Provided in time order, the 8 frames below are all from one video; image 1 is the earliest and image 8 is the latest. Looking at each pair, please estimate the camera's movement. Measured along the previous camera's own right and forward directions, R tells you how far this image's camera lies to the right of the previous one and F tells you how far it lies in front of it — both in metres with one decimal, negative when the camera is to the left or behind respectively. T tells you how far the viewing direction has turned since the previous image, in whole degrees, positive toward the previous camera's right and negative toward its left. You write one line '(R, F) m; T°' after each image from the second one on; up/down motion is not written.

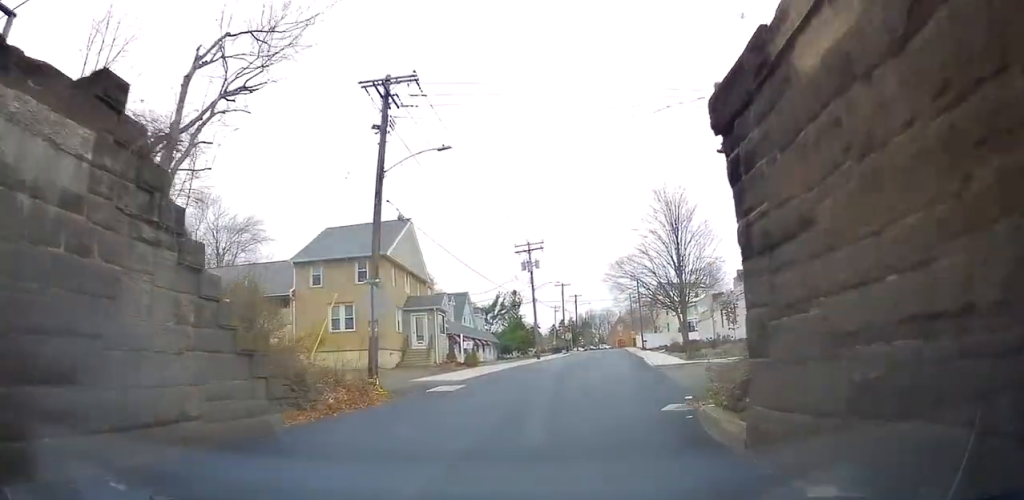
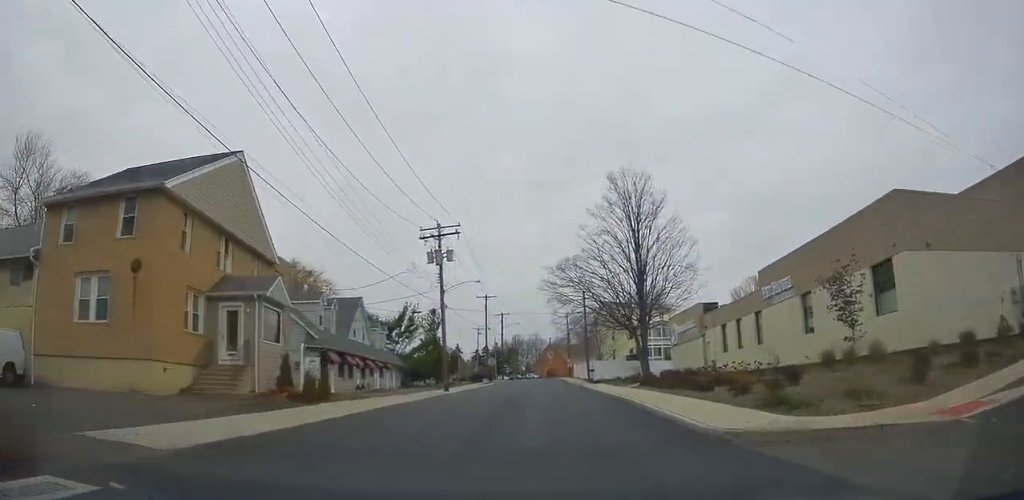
(+1.0, +17.6) m; +6°
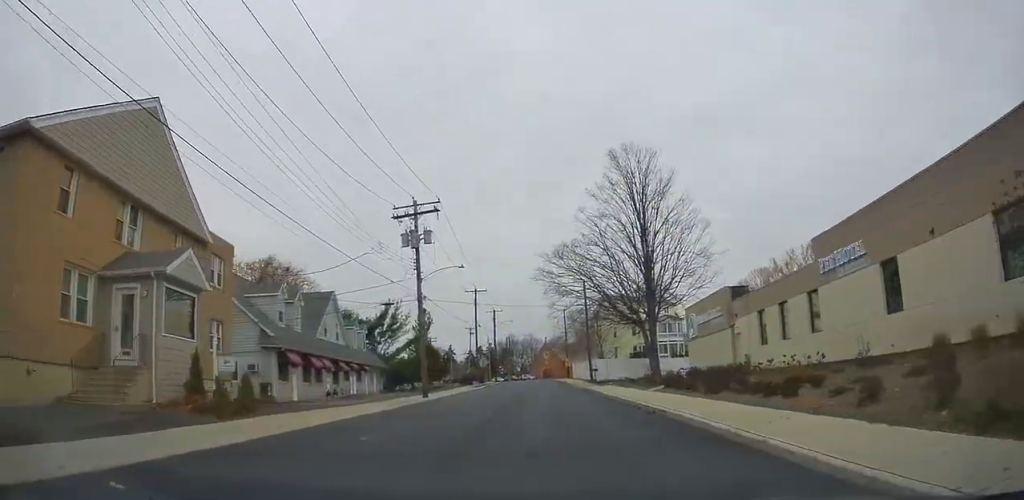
(0.0, +6.5) m; +2°
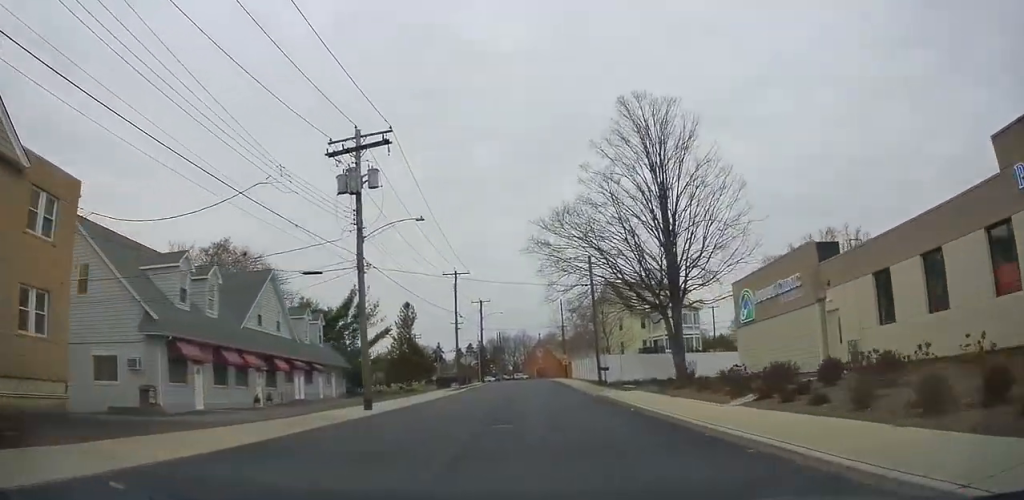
(+0.3, +11.1) m; +1°
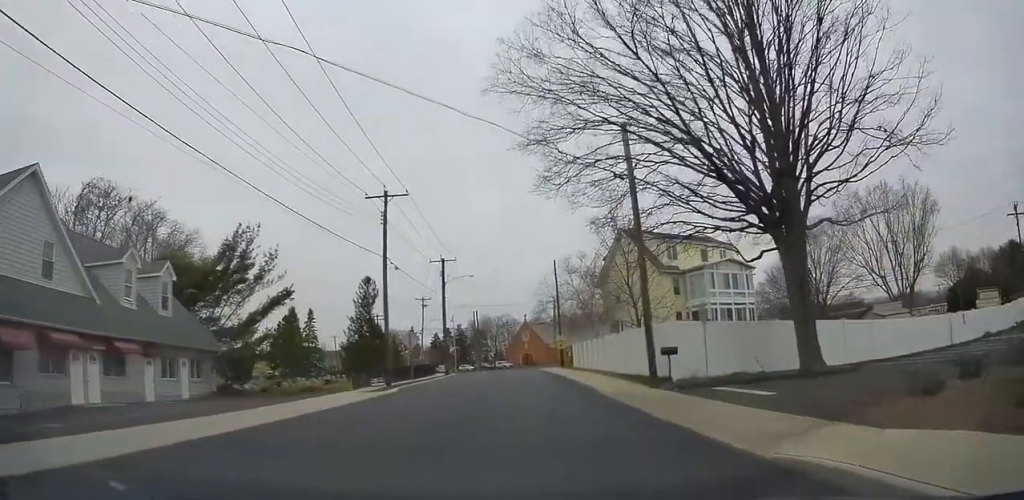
(0.0, +21.5) m; 0°
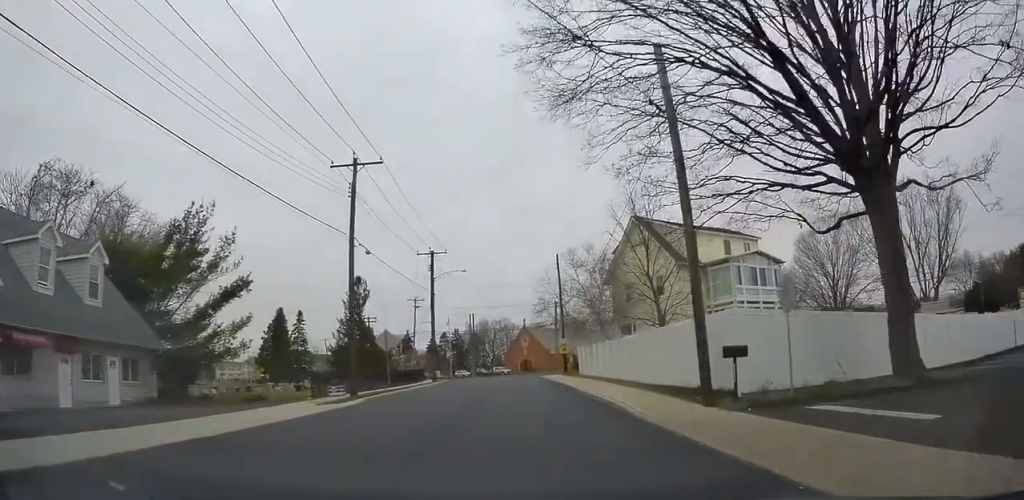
(0.0, +6.0) m; 0°
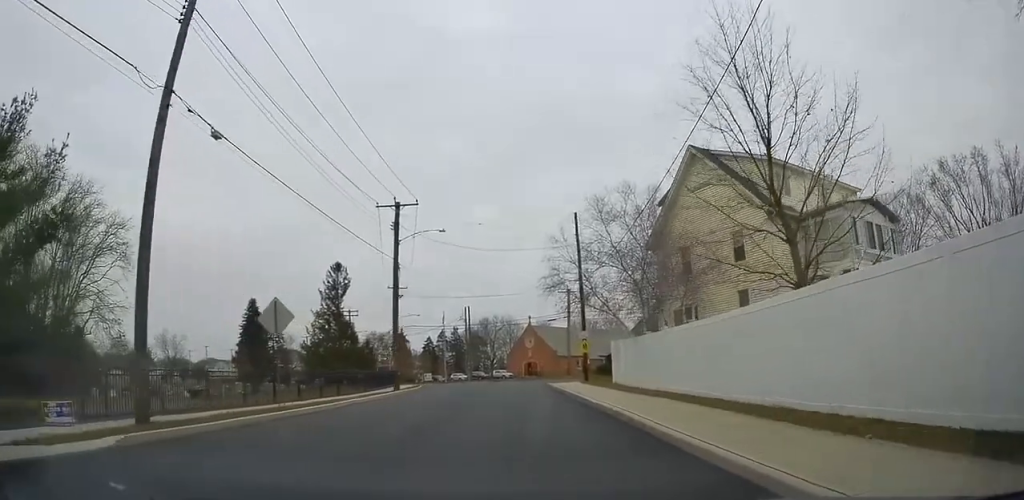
(0.0, +15.2) m; +2°
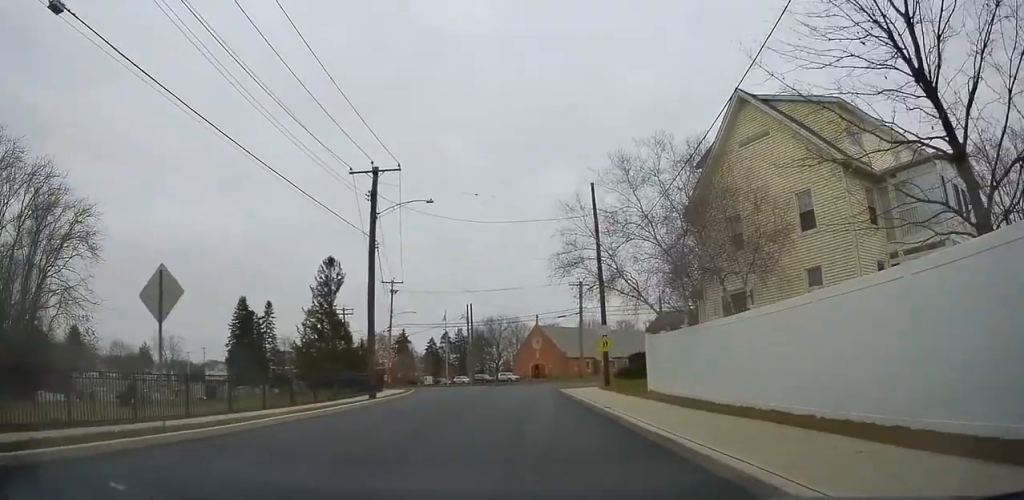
(+0.2, +6.6) m; -1°
